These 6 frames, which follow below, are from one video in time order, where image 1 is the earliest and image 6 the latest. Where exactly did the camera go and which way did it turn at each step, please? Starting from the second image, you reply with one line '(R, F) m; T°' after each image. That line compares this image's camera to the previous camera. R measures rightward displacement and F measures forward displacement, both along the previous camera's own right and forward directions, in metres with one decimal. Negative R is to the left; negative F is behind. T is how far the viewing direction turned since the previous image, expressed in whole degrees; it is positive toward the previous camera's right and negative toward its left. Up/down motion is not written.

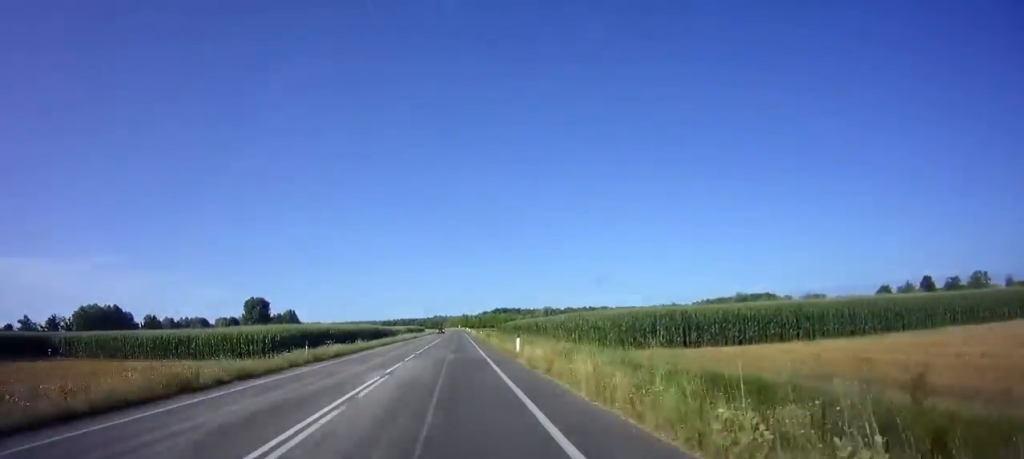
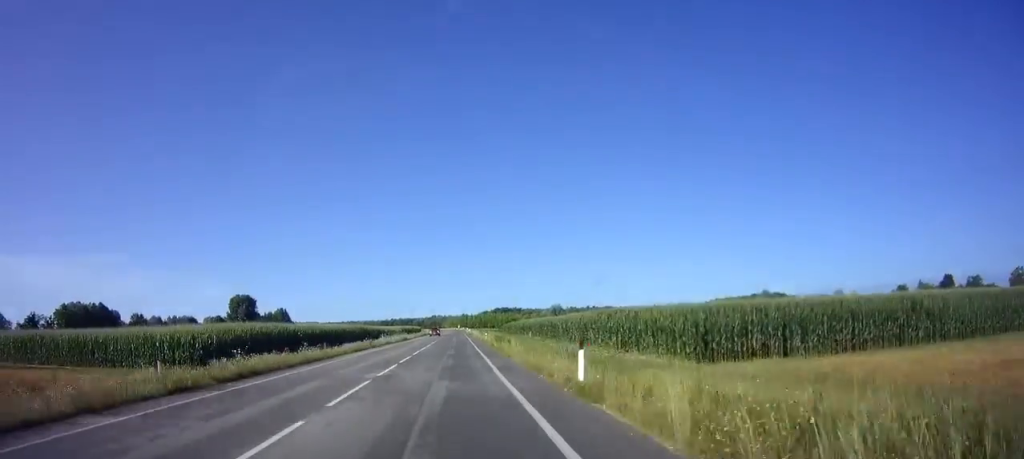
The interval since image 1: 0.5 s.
(+0.1, +13.2) m; 0°
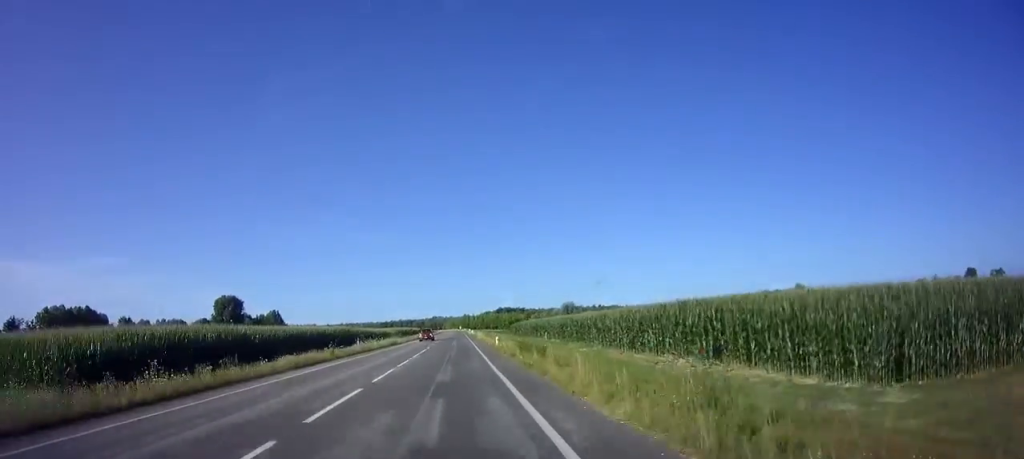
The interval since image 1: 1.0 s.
(+0.1, +13.2) m; 0°
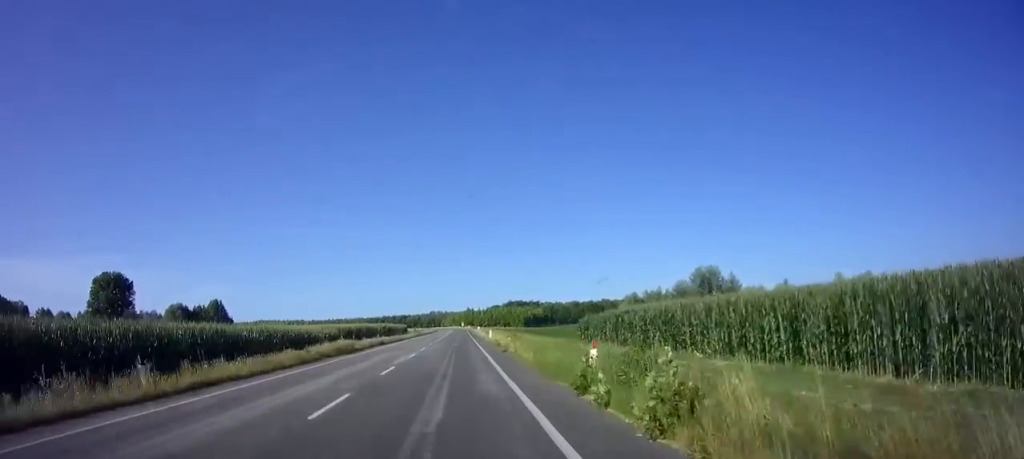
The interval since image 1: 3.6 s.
(-0.7, +68.3) m; -1°
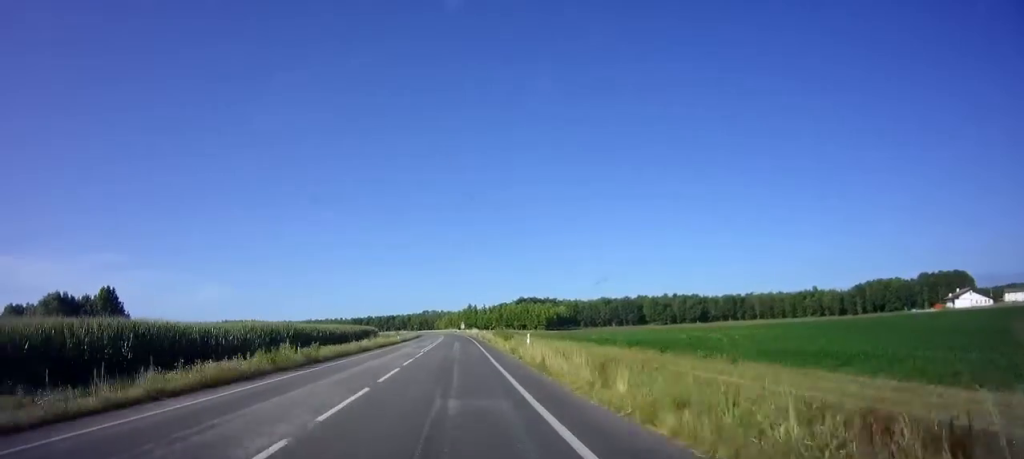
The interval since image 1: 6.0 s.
(+0.2, +66.8) m; +1°
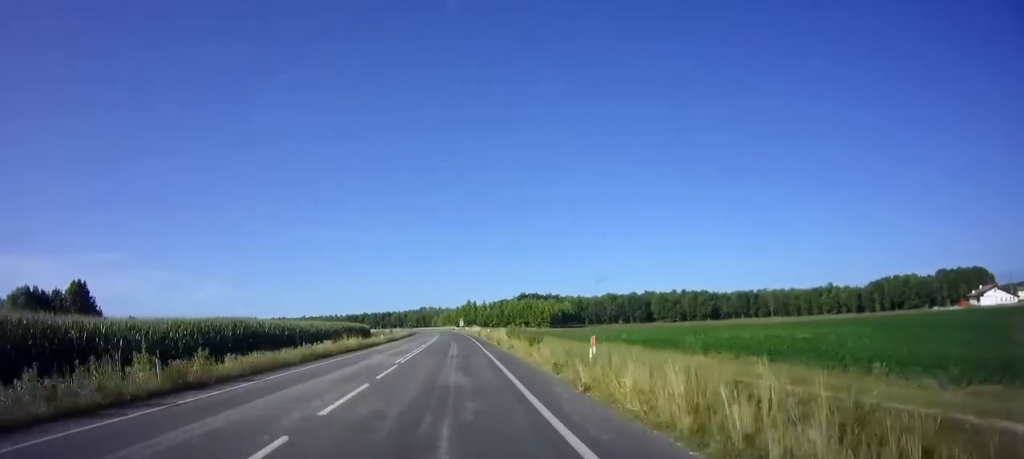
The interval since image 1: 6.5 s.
(+0.1, +12.7) m; 0°
